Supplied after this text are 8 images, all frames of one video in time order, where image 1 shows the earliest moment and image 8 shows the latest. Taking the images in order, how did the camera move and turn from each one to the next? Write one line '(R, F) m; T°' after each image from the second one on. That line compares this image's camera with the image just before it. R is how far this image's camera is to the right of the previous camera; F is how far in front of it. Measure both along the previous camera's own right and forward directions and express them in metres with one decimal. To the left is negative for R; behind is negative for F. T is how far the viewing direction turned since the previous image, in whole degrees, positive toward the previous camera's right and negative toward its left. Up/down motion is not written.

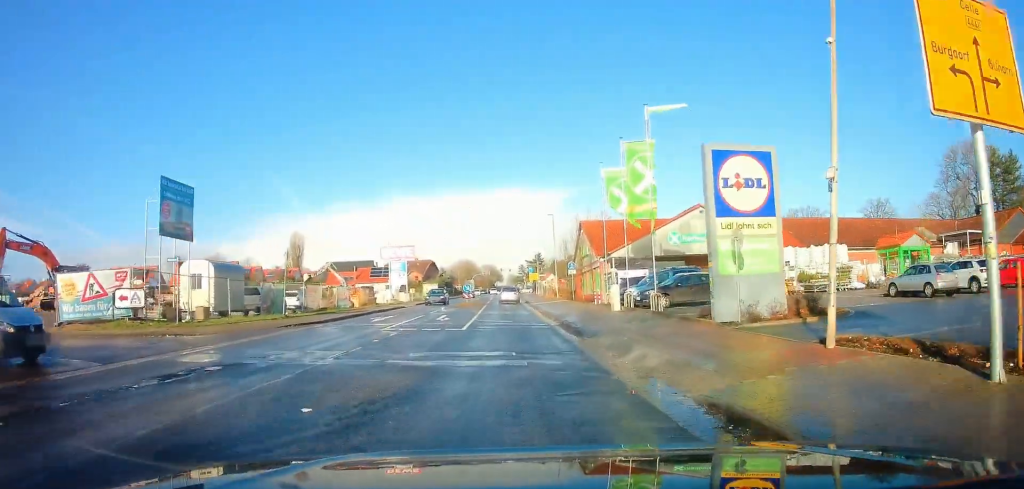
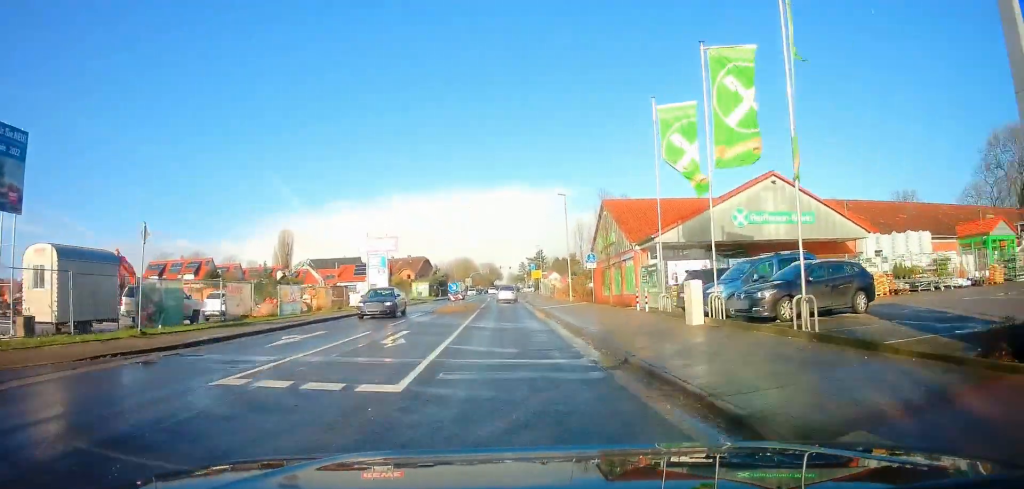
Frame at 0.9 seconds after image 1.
(0.0, +11.3) m; -1°
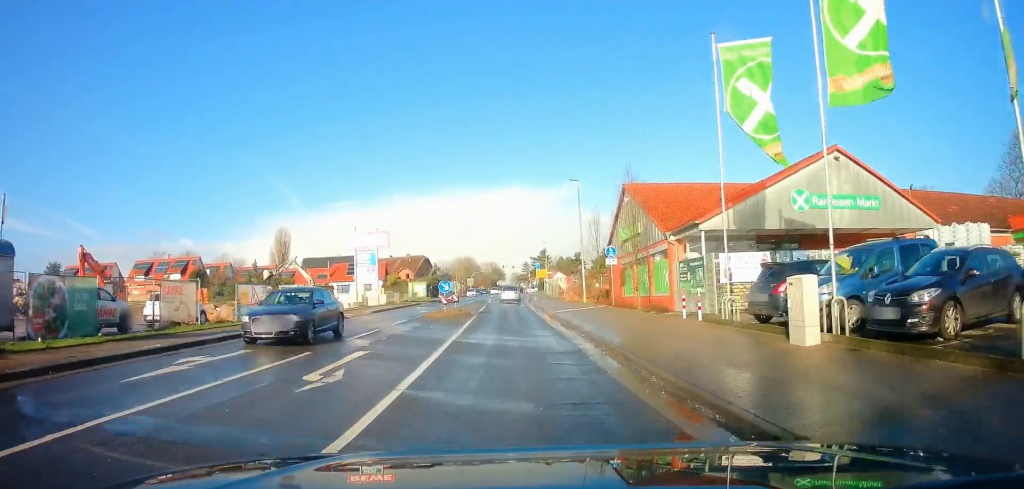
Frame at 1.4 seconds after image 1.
(-0.1, +5.9) m; -1°
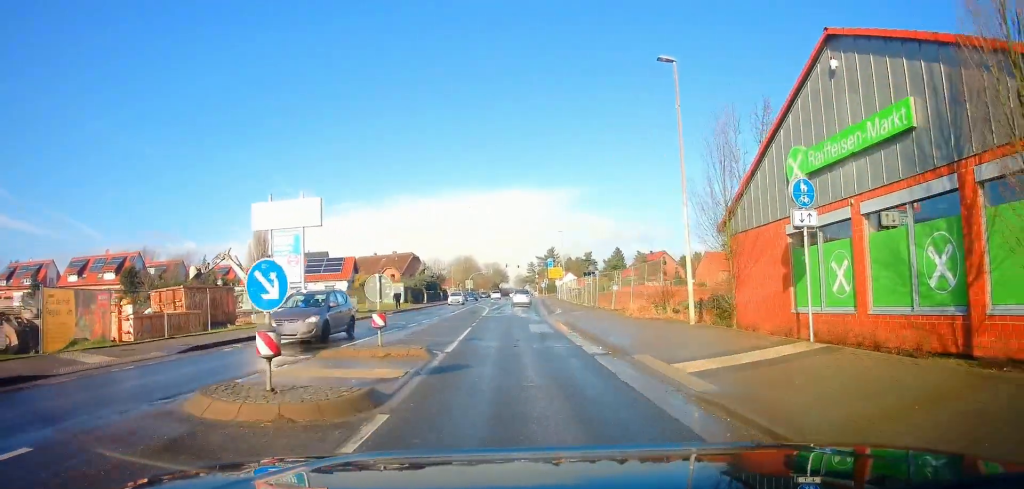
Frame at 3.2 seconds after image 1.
(0.0, +20.7) m; 0°
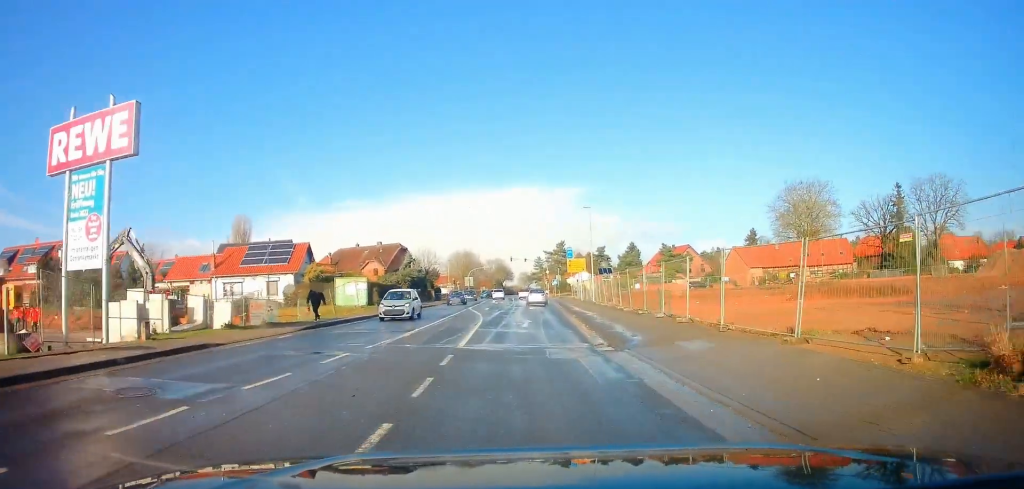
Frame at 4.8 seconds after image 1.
(-0.2, +18.0) m; -2°
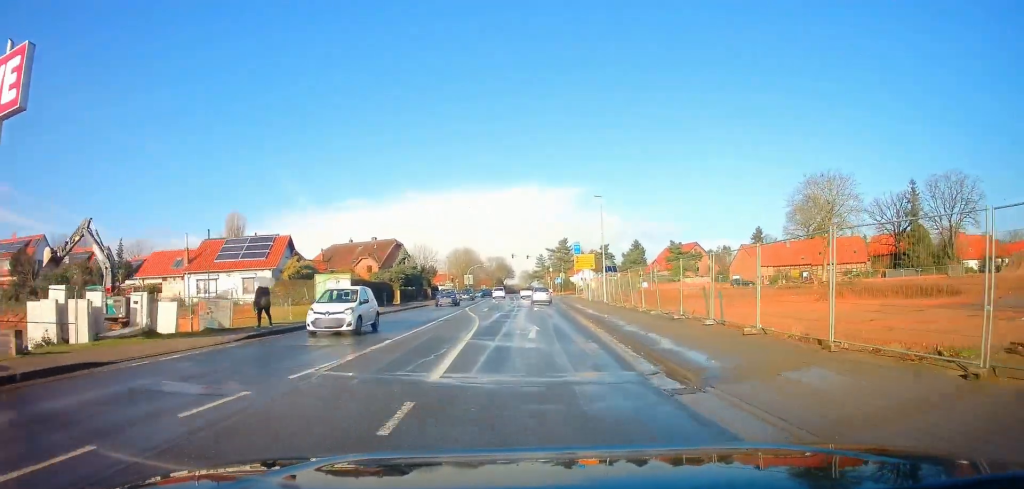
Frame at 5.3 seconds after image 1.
(-0.1, +5.0) m; 0°
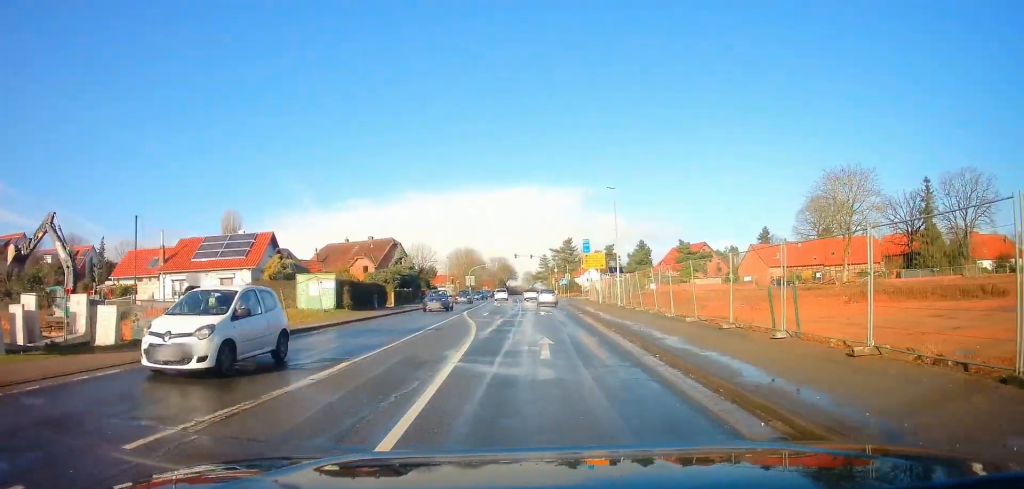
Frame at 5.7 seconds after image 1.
(0.0, +4.1) m; 0°
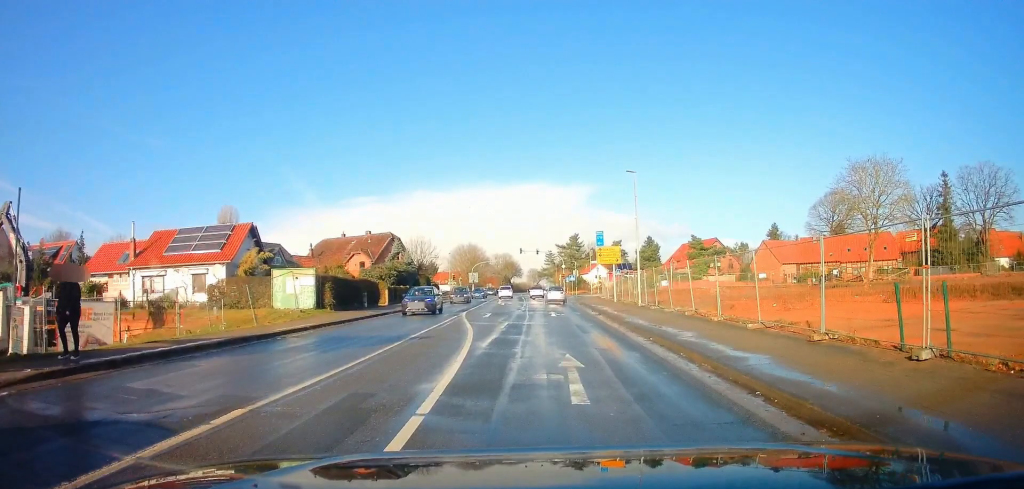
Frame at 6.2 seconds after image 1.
(+0.1, +4.5) m; 0°
